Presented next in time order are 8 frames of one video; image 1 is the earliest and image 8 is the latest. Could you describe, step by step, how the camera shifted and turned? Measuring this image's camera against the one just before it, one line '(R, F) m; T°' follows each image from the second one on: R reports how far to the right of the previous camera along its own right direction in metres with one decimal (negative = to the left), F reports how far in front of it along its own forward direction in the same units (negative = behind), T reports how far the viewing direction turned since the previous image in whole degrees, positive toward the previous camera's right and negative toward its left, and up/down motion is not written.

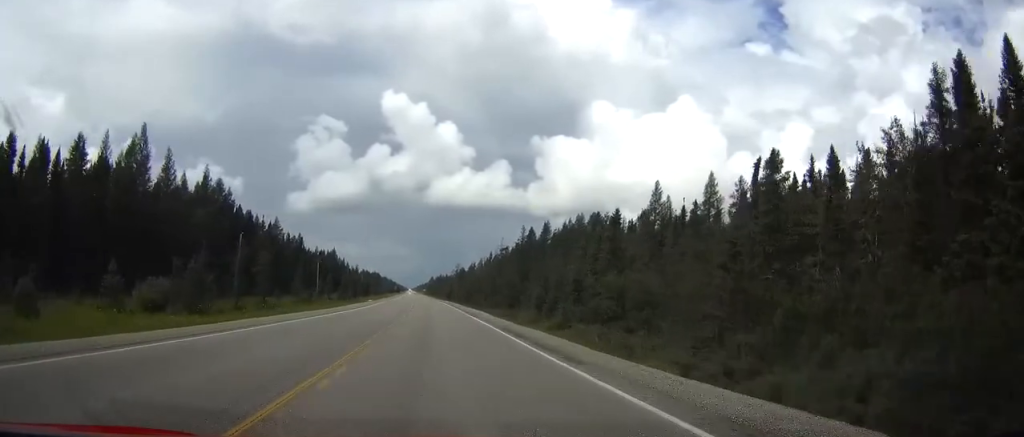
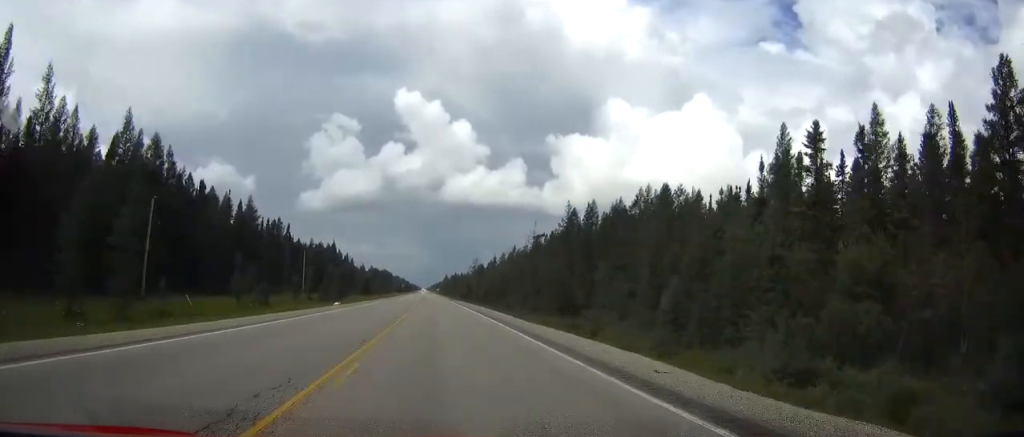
(0.0, +37.7) m; 0°
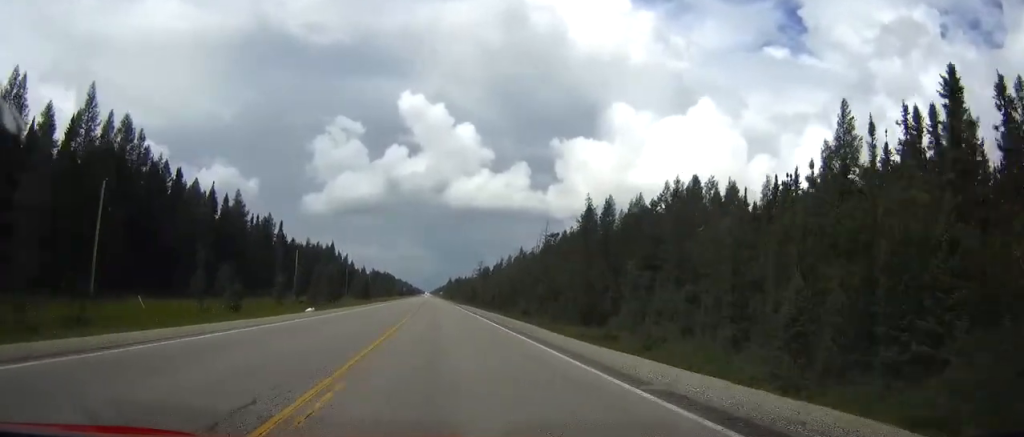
(0.0, +11.7) m; 0°
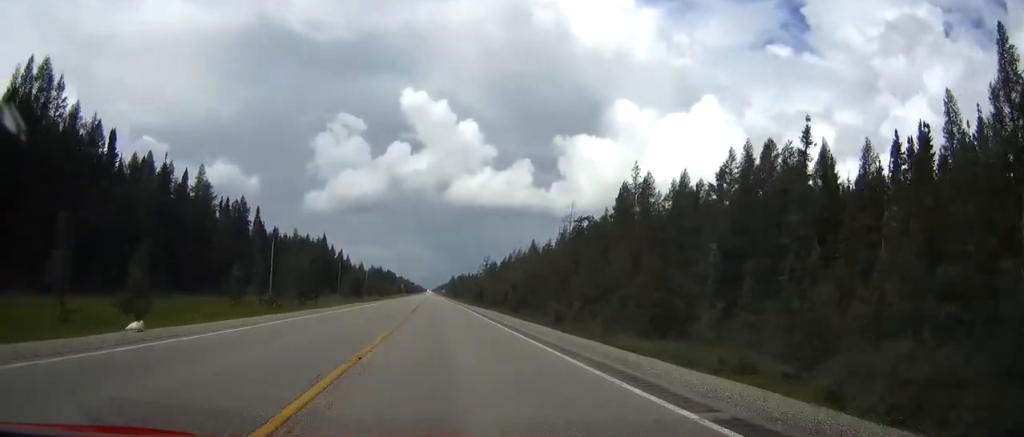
(0.0, +22.6) m; 0°
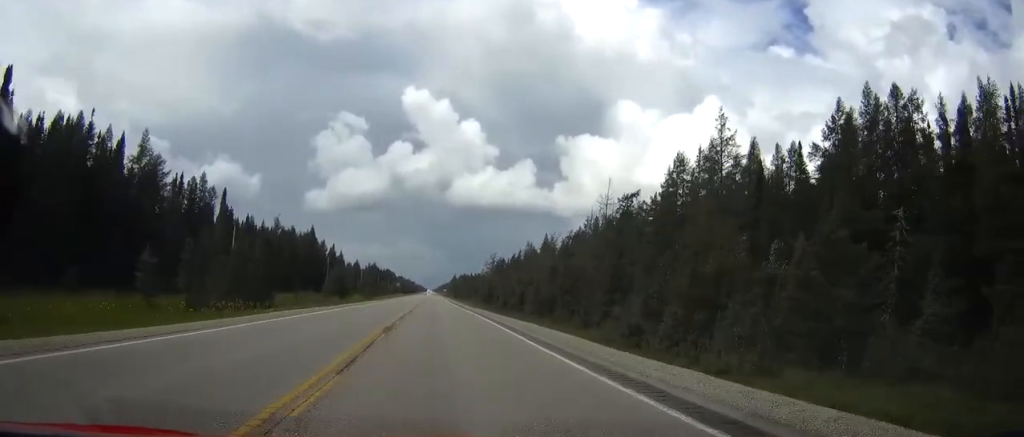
(0.0, +24.0) m; 0°
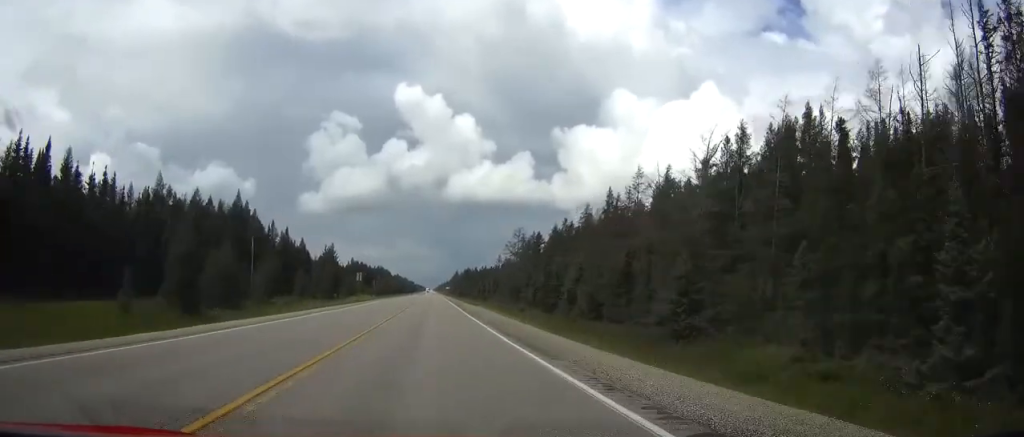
(-1.4, +75.6) m; -1°
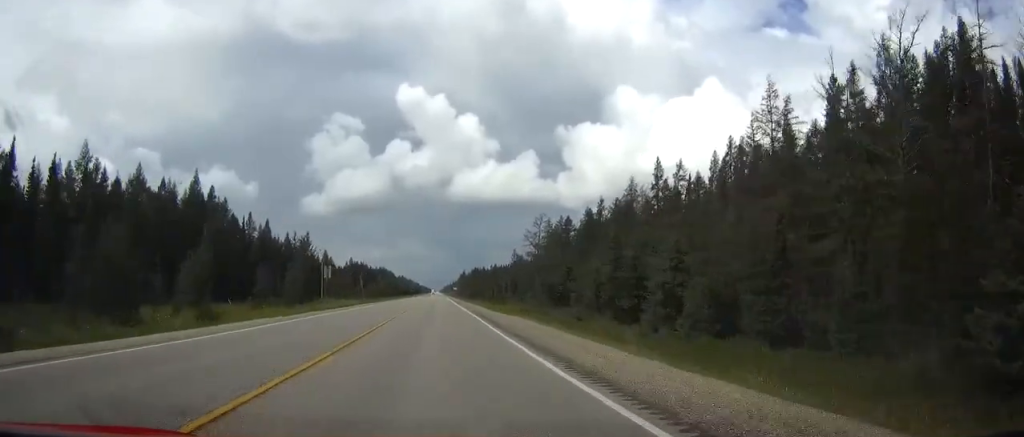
(+0.1, +25.7) m; 0°
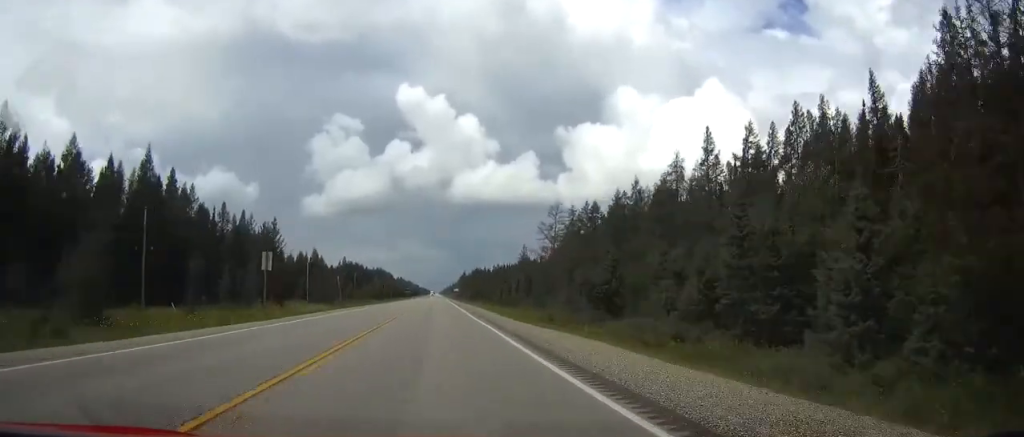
(0.0, +18.9) m; 0°
